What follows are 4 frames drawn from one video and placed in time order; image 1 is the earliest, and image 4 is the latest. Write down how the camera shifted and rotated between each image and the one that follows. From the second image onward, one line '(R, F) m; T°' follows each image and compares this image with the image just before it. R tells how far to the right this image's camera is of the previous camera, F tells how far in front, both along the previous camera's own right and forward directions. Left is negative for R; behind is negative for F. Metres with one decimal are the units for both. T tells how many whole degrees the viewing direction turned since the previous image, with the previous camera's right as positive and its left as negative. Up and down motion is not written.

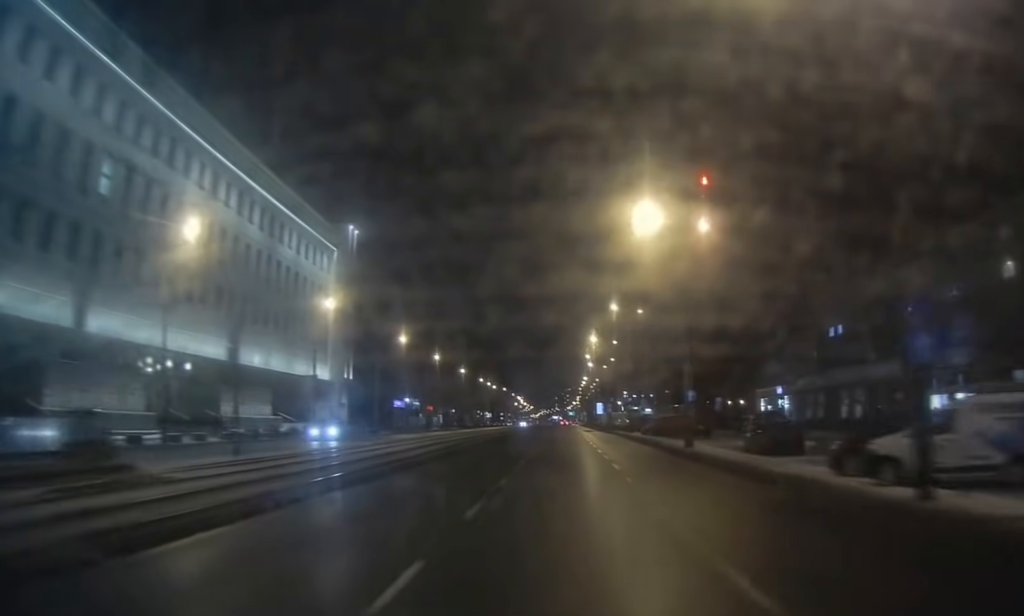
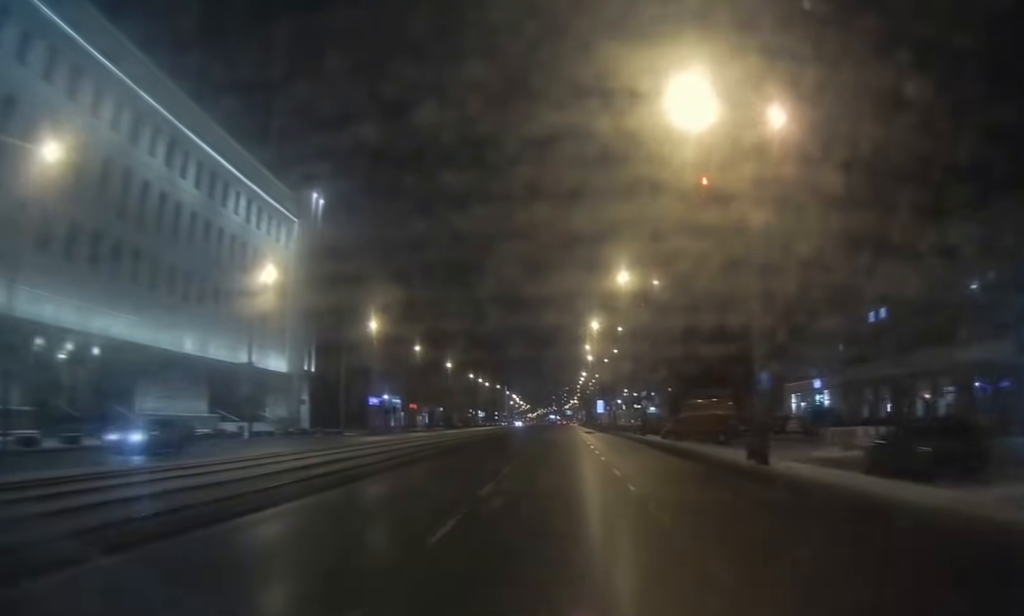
(0.0, +14.6) m; 0°
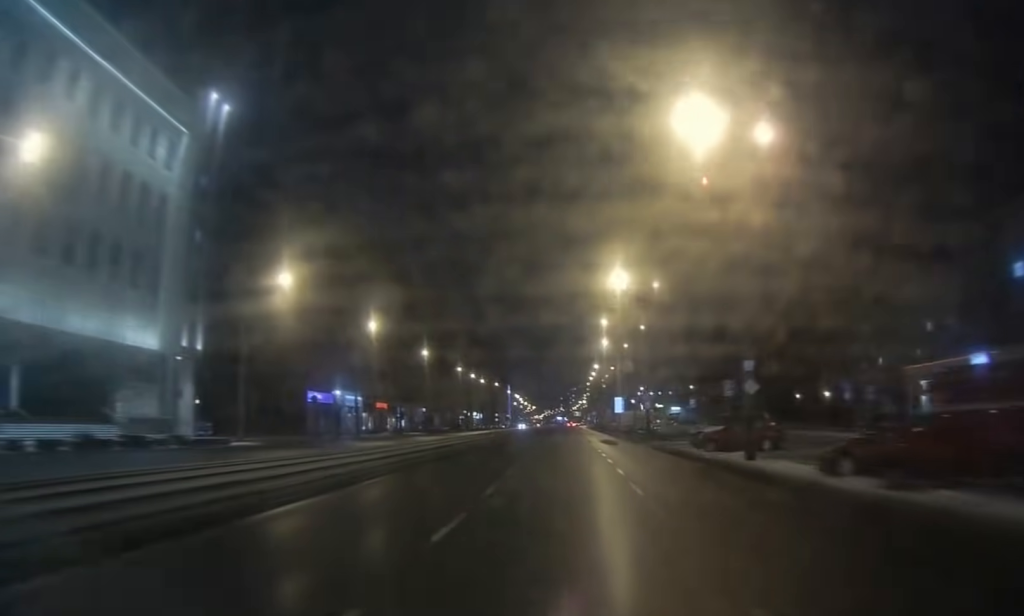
(-0.1, +29.9) m; -1°
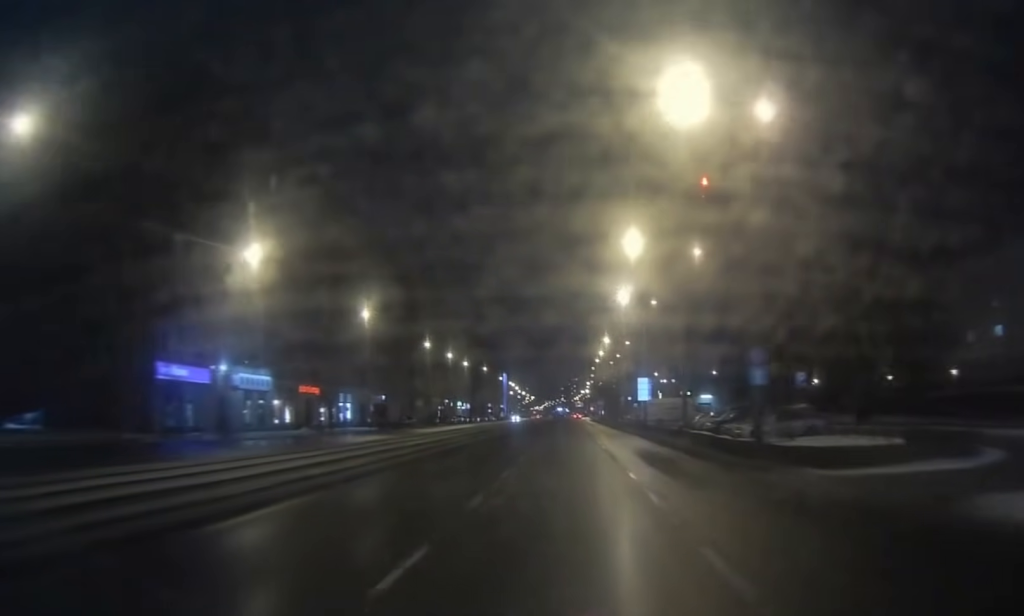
(-0.3, +32.7) m; -1°
